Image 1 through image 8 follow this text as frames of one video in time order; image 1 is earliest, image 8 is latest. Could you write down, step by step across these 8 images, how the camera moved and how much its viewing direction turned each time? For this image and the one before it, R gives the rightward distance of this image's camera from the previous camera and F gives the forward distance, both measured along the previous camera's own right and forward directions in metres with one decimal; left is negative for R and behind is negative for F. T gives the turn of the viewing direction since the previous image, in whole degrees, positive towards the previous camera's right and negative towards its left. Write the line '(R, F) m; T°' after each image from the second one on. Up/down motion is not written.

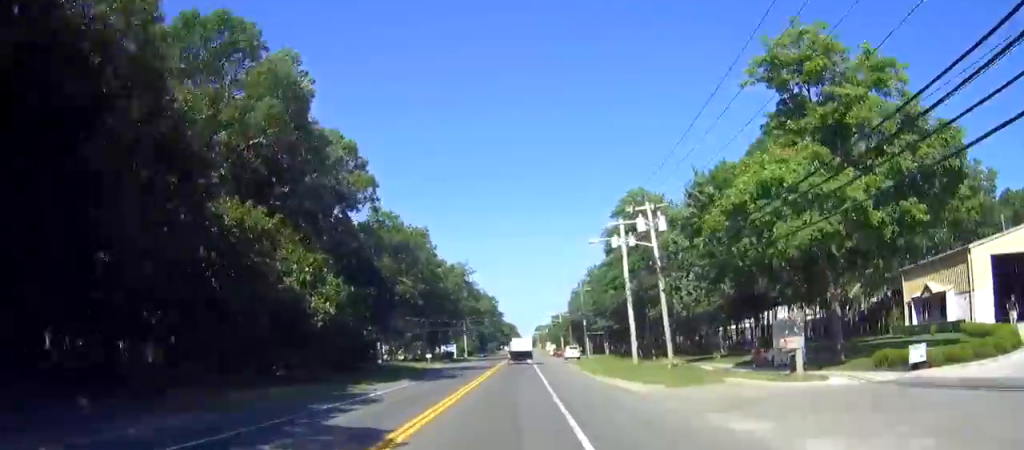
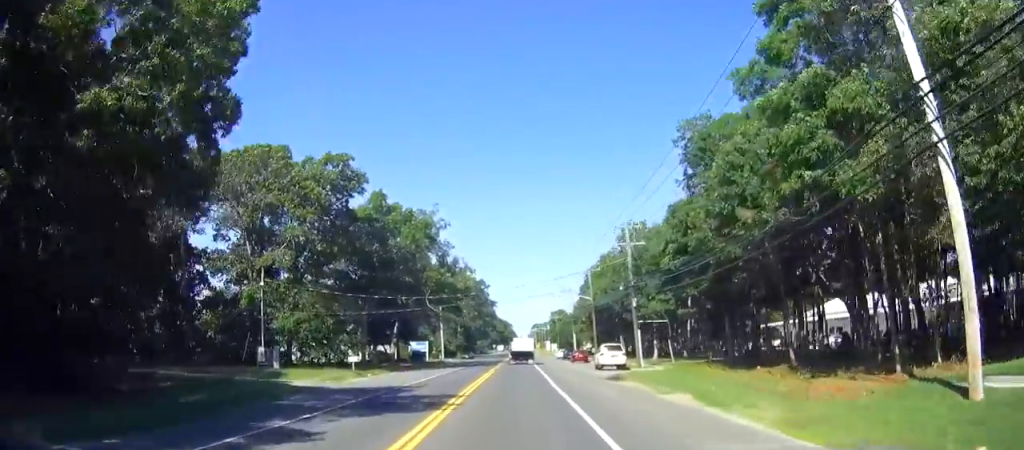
(0.0, +37.8) m; 0°
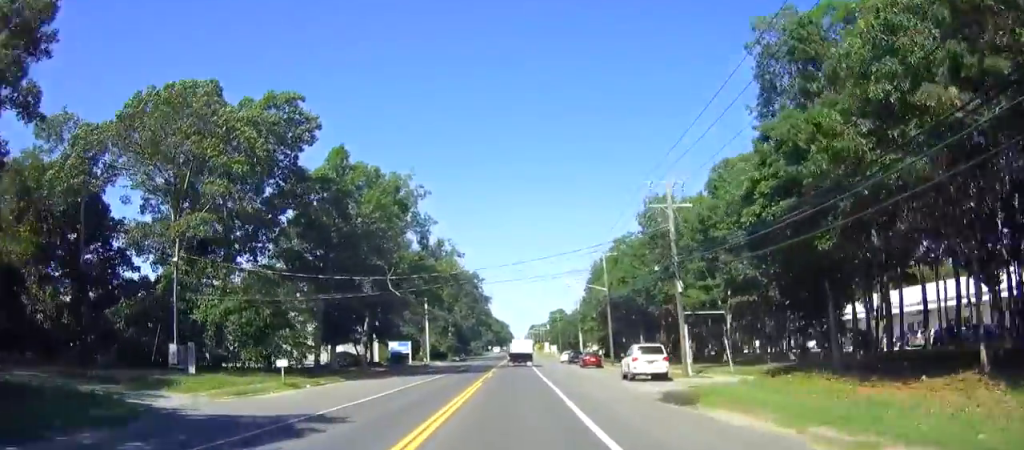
(0.0, +13.9) m; 0°
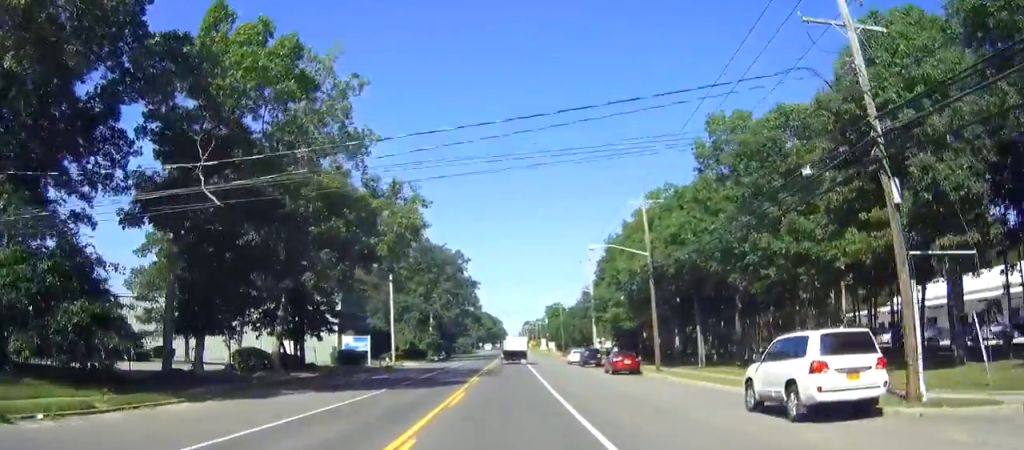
(0.0, +21.3) m; 0°
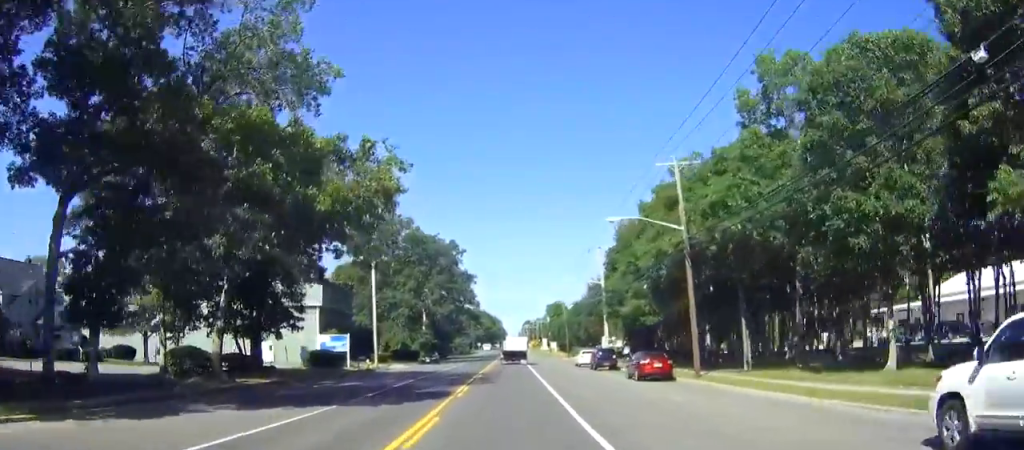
(0.0, +8.6) m; 0°
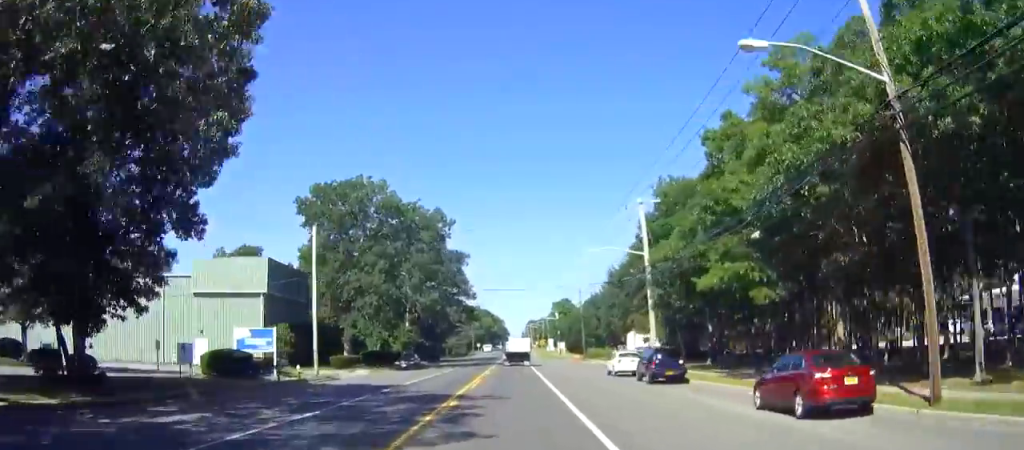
(+0.1, +18.7) m; +1°
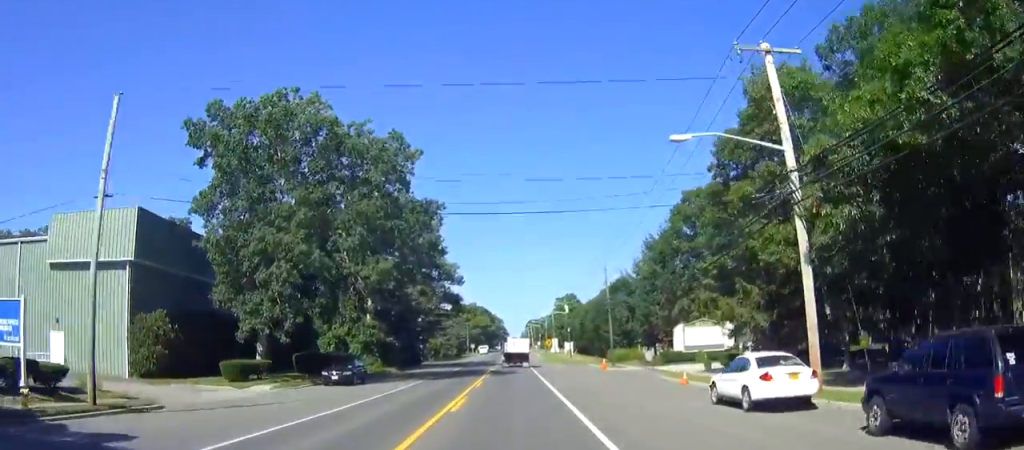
(+0.1, +22.5) m; 0°
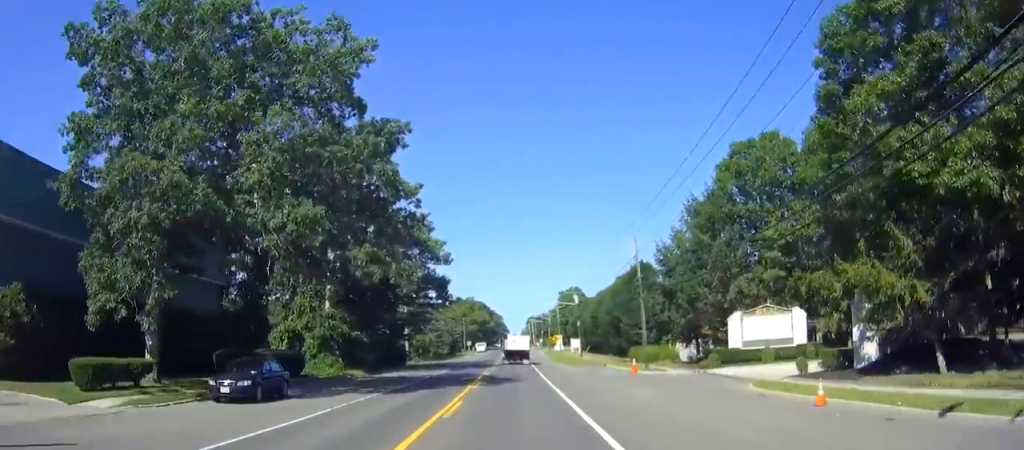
(0.0, +14.0) m; 0°
